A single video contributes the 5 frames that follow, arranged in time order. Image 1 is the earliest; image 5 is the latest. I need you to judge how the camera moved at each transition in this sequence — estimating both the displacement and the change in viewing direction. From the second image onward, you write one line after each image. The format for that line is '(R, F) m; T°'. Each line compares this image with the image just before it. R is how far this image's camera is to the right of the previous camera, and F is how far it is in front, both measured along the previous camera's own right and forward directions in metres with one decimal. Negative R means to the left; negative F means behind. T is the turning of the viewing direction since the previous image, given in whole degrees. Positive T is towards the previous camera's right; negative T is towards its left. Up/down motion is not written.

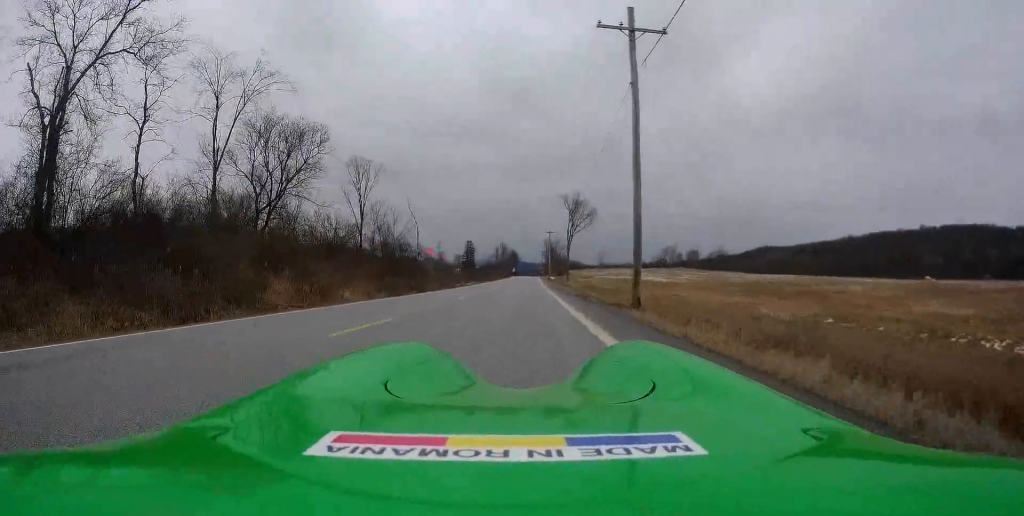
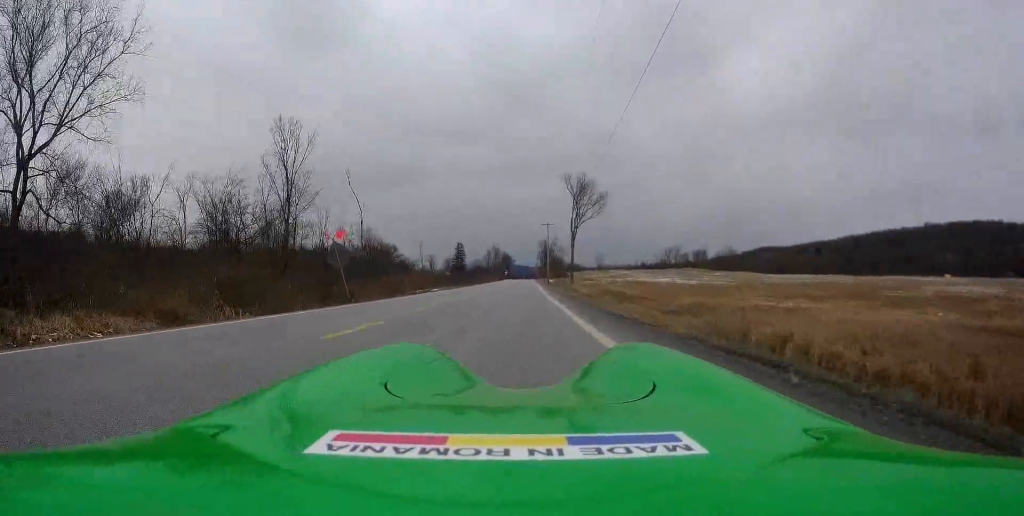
(+0.5, +23.7) m; +1°
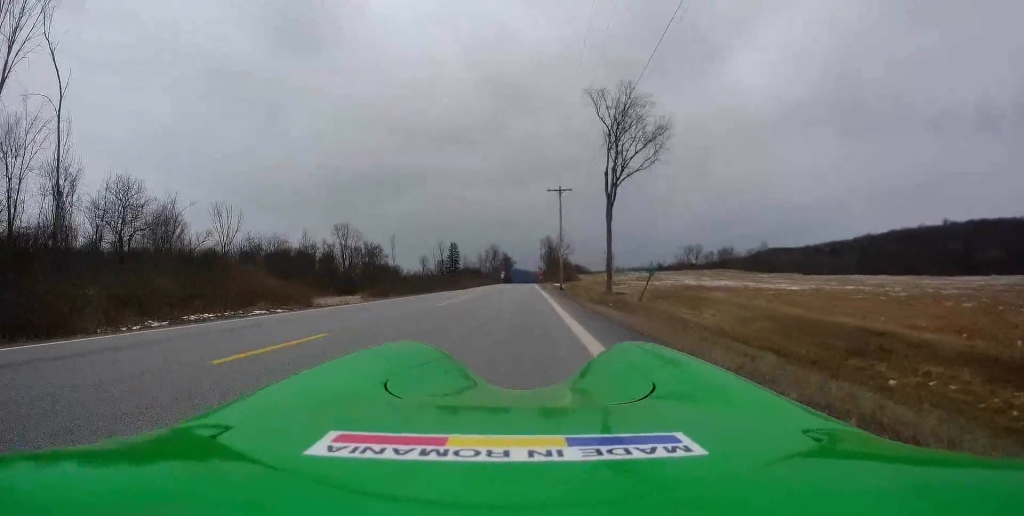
(-0.3, +38.4) m; -1°
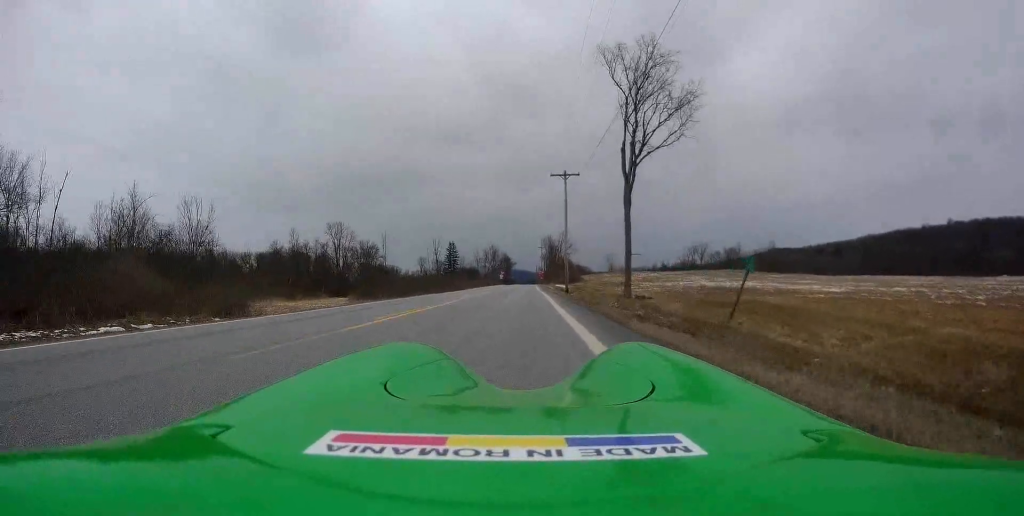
(-0.1, +8.7) m; -1°
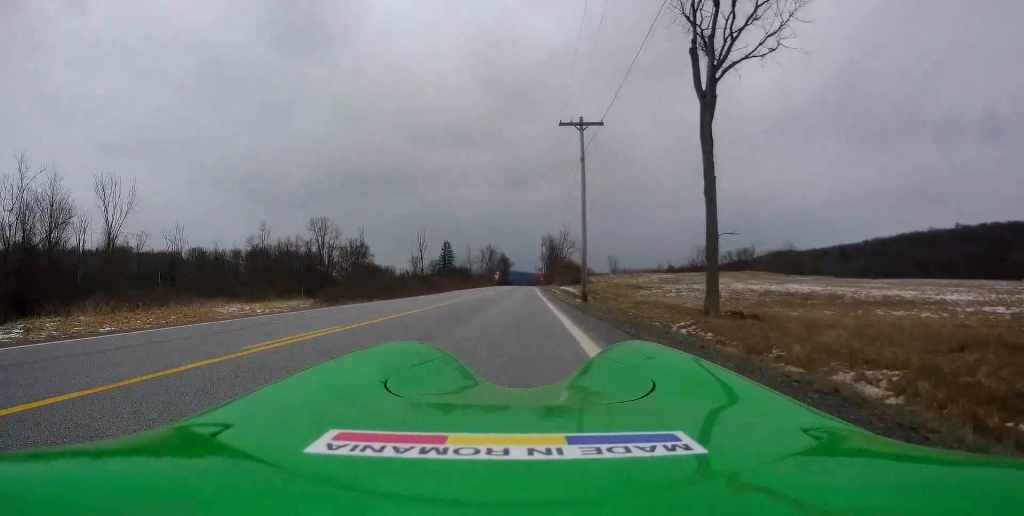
(+0.1, +17.1) m; +2°
